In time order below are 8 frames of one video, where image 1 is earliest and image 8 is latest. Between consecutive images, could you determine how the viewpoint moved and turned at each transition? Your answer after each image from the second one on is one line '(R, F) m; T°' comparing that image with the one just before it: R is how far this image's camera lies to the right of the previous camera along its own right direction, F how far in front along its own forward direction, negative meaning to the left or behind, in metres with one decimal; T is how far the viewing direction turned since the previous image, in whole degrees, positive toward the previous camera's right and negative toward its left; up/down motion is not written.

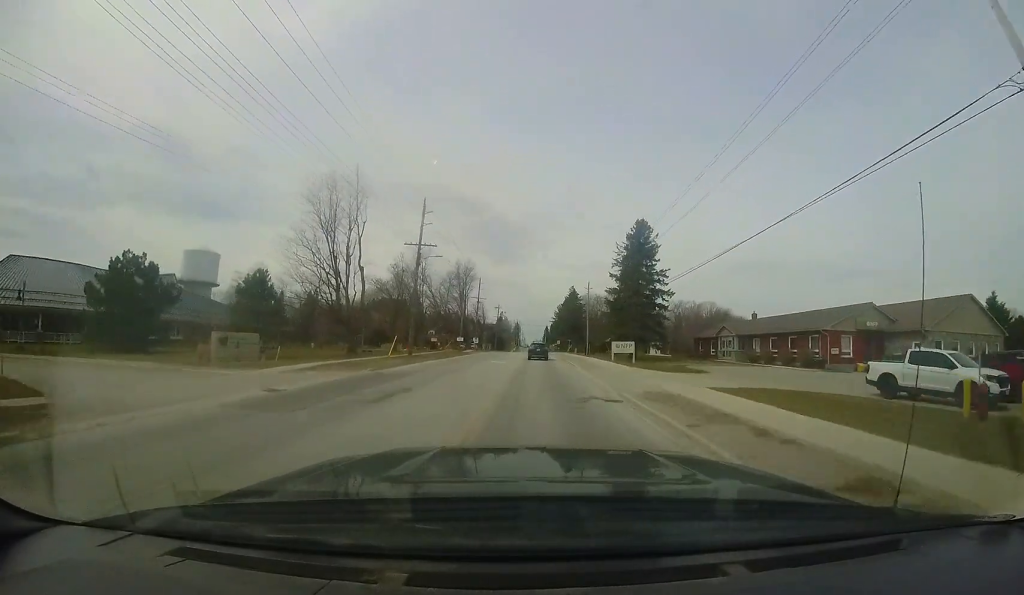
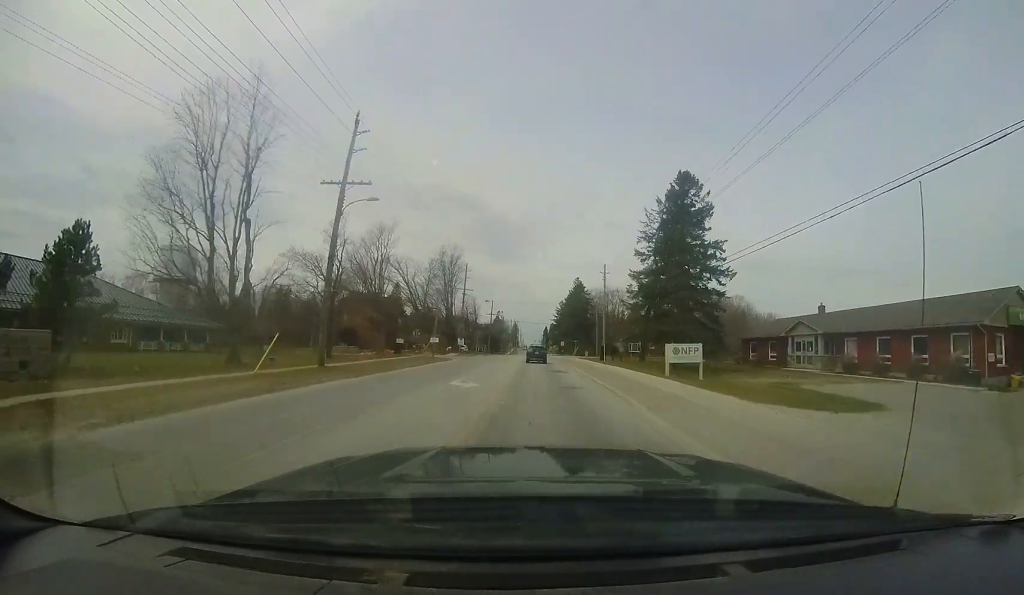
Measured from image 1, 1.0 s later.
(+0.3, +13.6) m; +1°
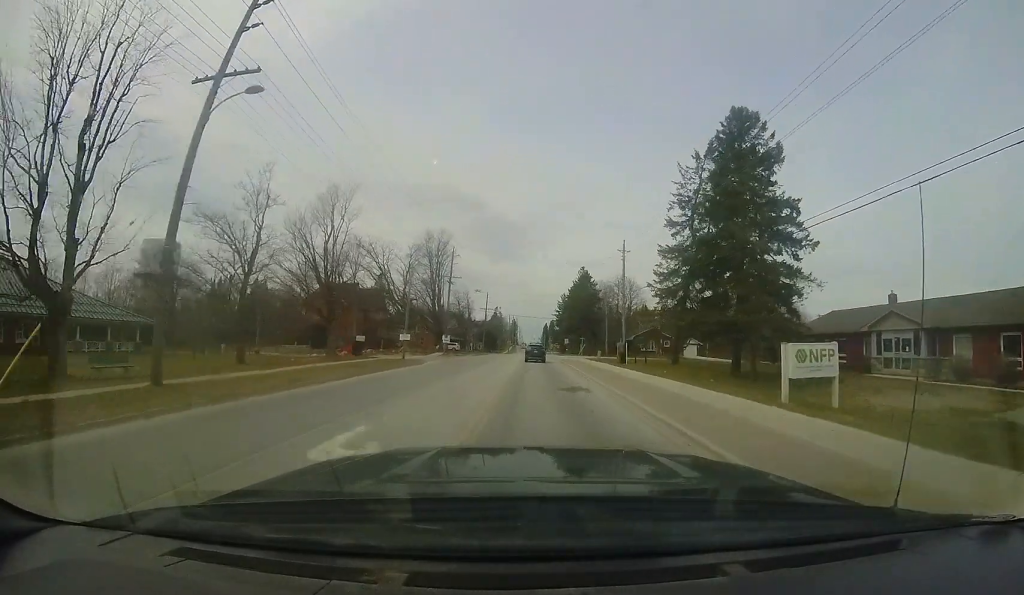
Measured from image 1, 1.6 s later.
(+0.2, +9.4) m; 0°
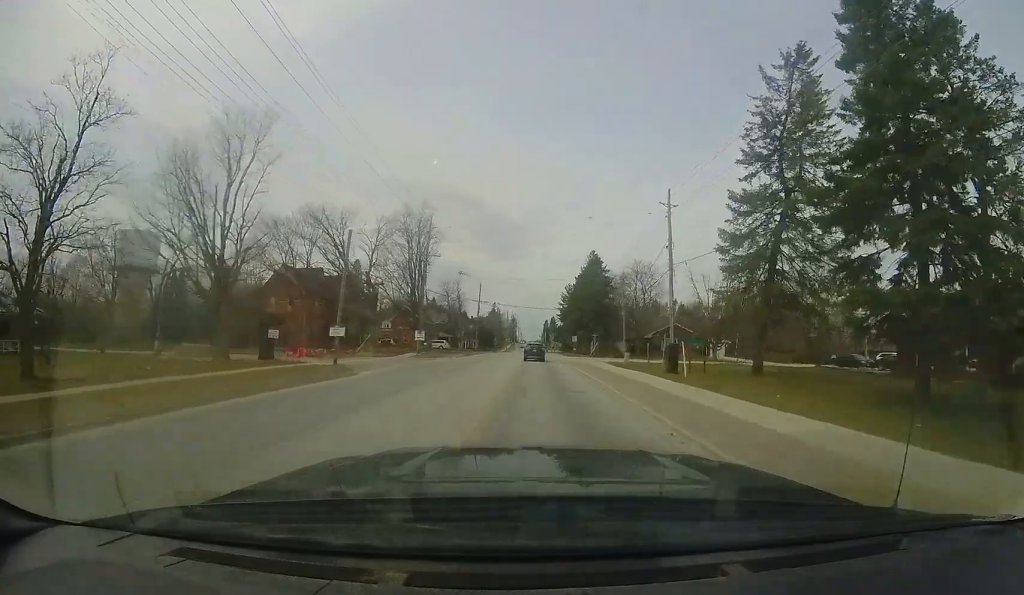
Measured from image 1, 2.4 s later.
(-0.3, +11.2) m; -1°
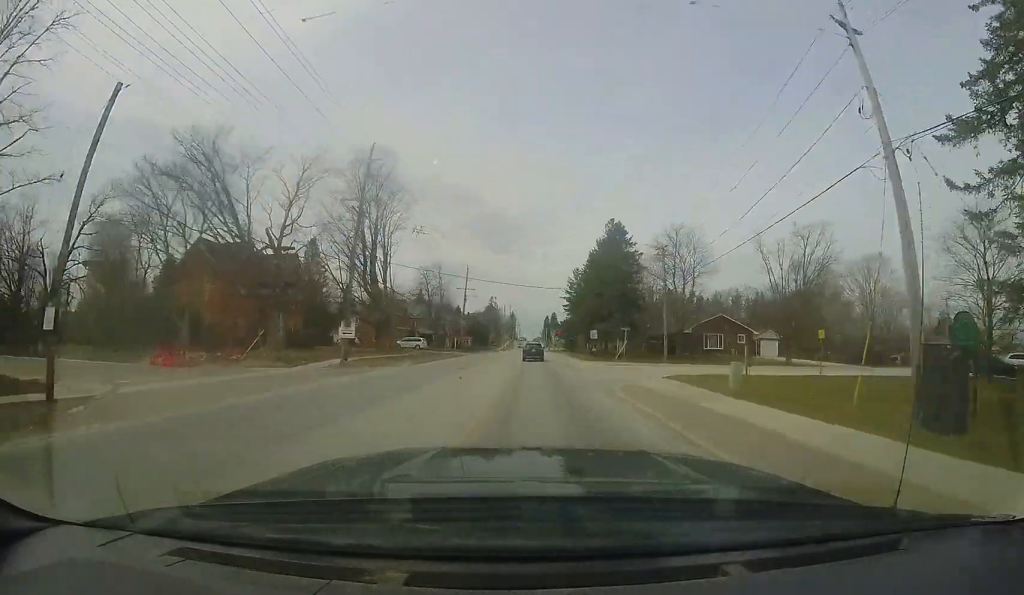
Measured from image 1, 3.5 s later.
(+0.1, +14.8) m; -1°
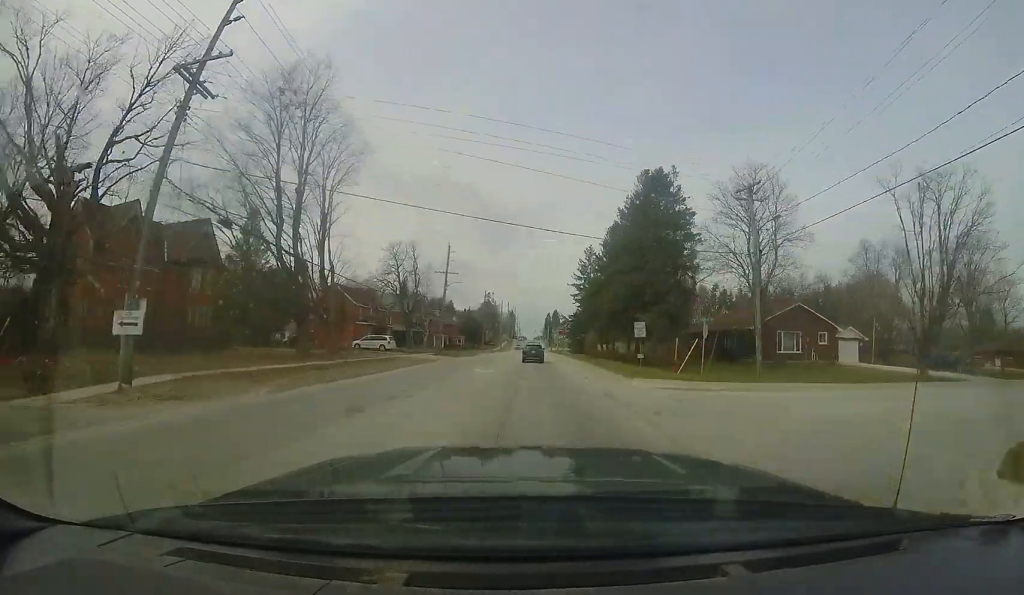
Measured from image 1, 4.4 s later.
(-0.4, +13.9) m; -1°
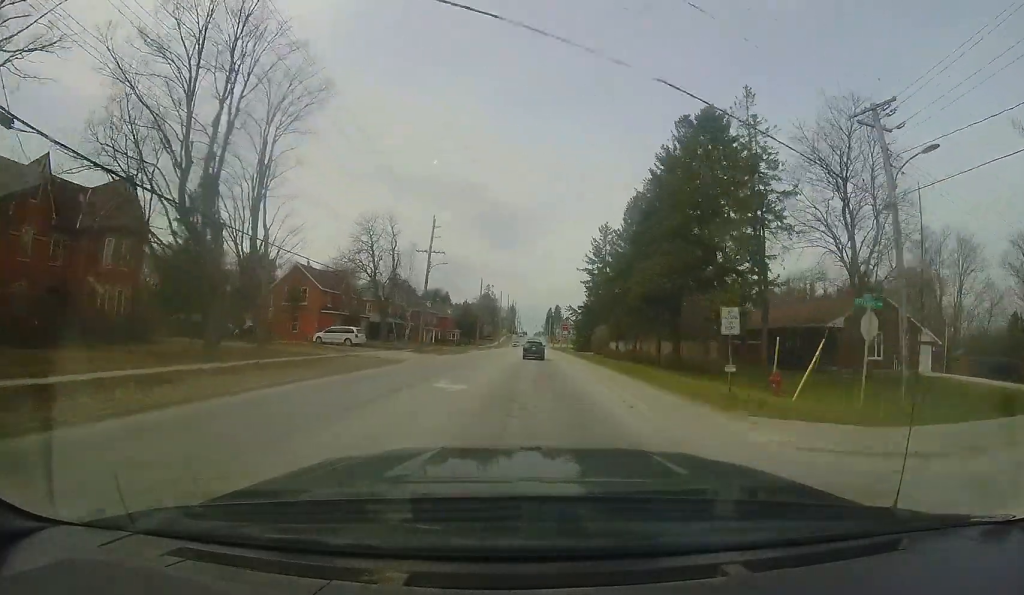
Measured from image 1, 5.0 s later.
(+0.1, +8.4) m; +1°
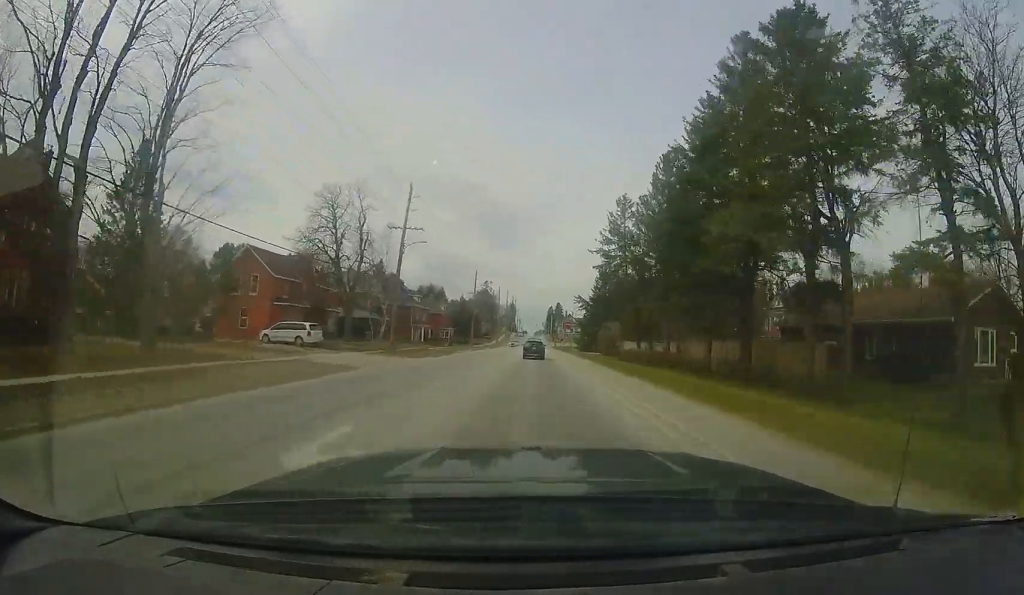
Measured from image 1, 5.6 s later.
(+0.1, +7.9) m; 0°
